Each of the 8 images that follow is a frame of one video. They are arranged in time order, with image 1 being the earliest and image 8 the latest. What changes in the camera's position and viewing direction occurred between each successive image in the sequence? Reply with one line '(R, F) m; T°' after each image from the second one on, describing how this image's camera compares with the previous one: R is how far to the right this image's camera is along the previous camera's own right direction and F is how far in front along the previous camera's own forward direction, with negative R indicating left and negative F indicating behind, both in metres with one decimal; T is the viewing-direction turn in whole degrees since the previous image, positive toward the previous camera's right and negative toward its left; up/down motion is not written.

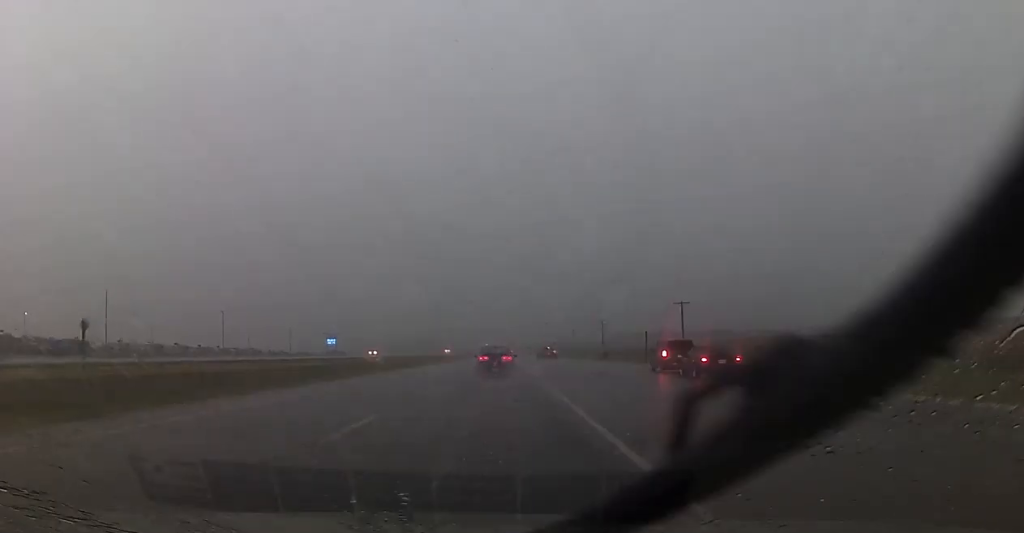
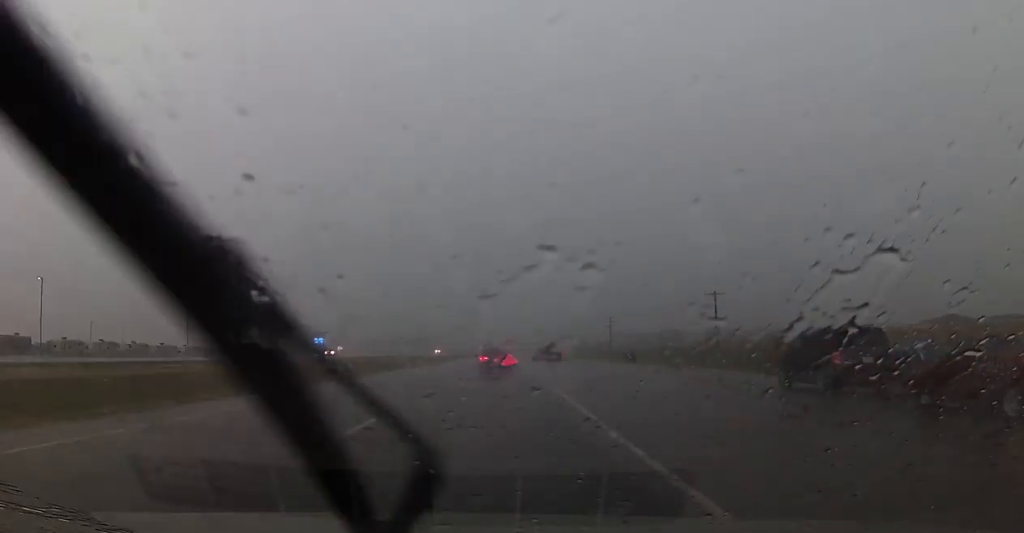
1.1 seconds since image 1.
(-0.5, +18.7) m; -1°
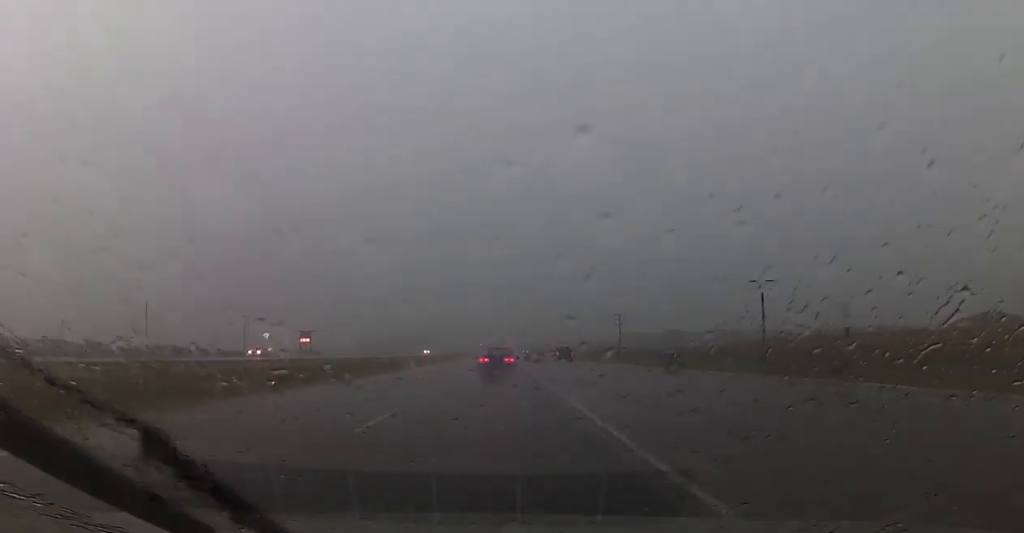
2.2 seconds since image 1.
(0.0, +17.7) m; -1°
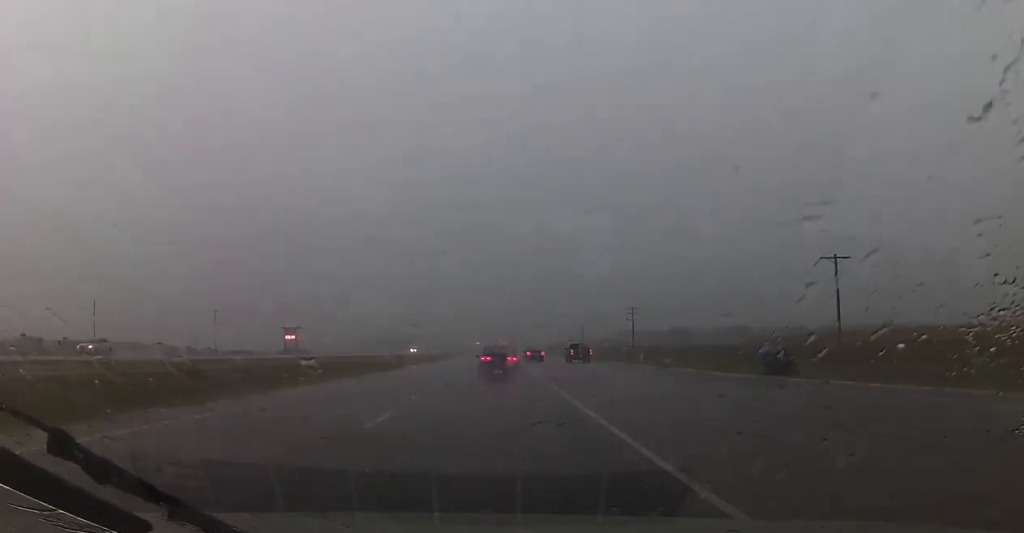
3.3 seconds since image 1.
(-0.1, +18.0) m; +1°
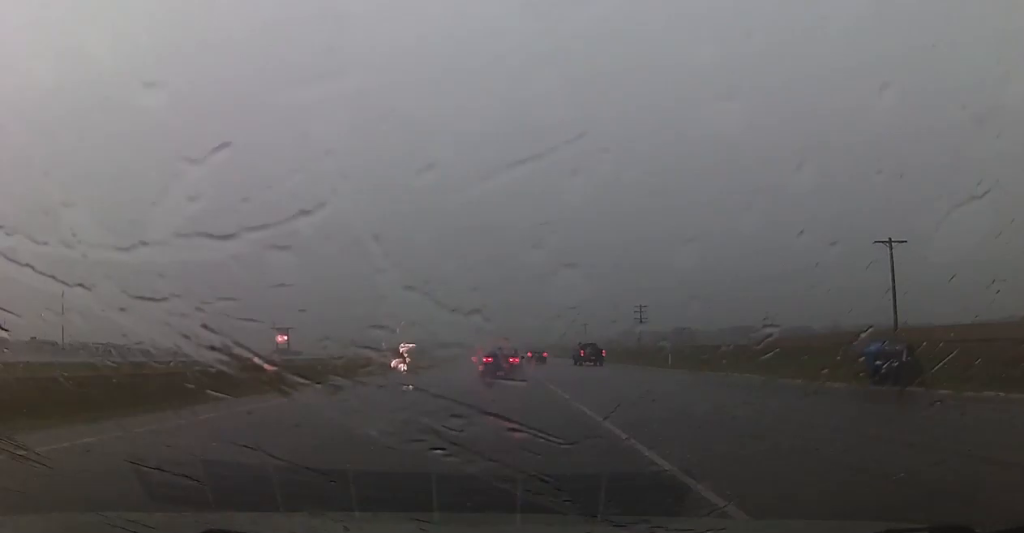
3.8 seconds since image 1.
(+0.4, +9.2) m; +1°
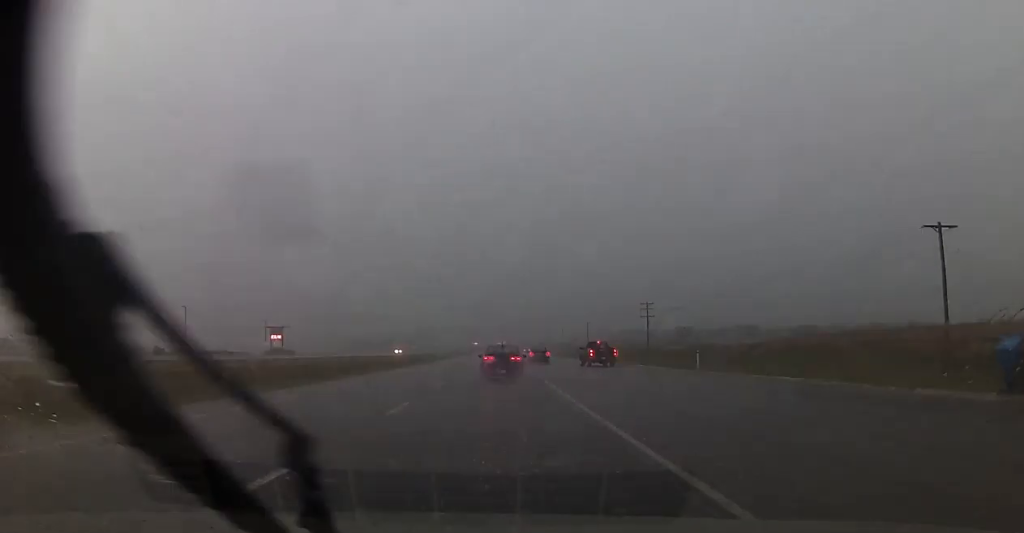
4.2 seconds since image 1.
(-0.2, +6.5) m; 0°
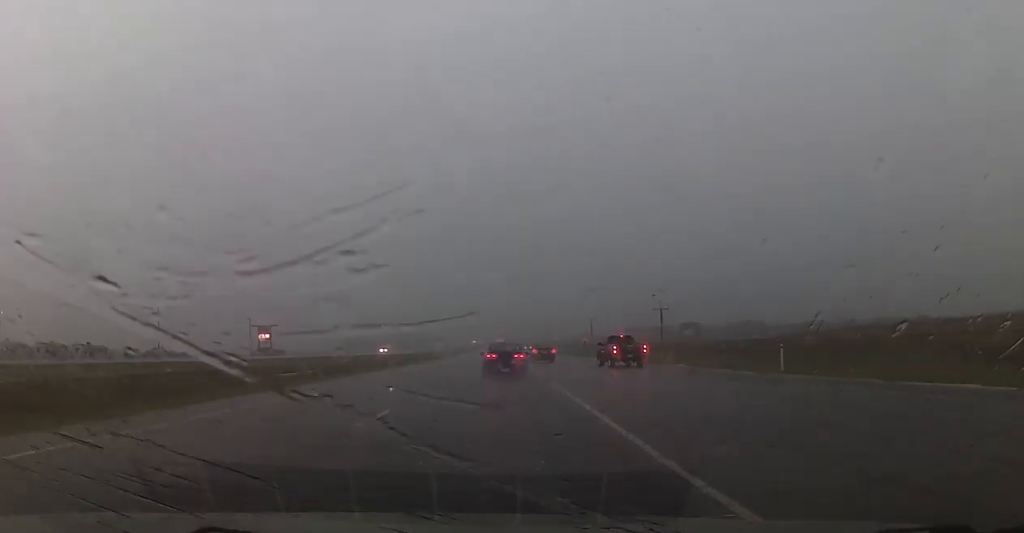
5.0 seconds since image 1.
(-0.3, +11.9) m; -1°
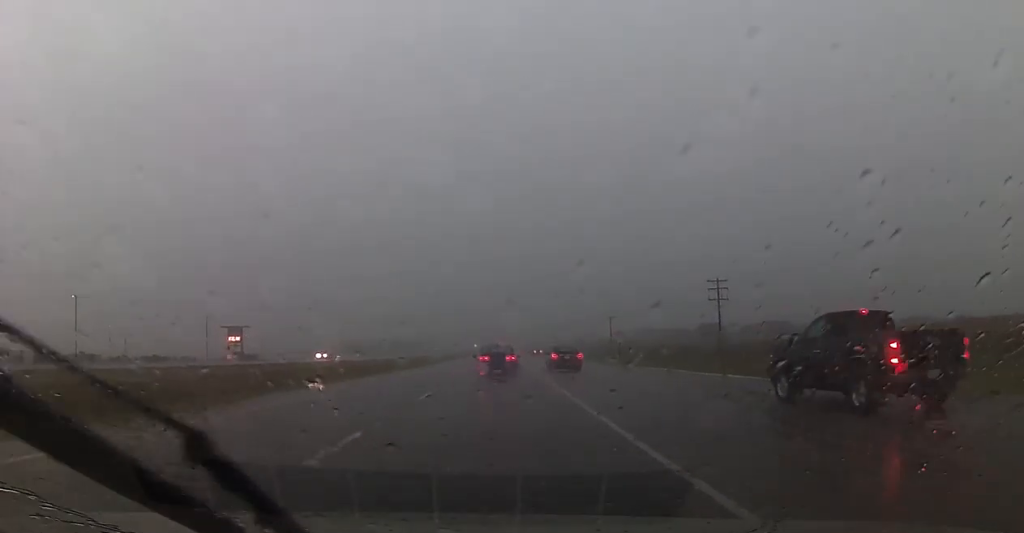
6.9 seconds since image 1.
(+0.5, +31.3) m; +1°
